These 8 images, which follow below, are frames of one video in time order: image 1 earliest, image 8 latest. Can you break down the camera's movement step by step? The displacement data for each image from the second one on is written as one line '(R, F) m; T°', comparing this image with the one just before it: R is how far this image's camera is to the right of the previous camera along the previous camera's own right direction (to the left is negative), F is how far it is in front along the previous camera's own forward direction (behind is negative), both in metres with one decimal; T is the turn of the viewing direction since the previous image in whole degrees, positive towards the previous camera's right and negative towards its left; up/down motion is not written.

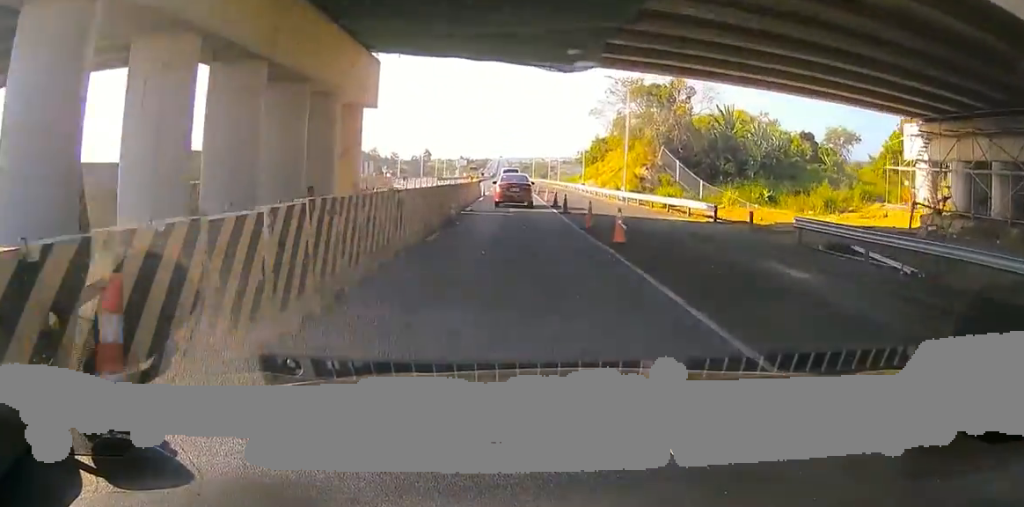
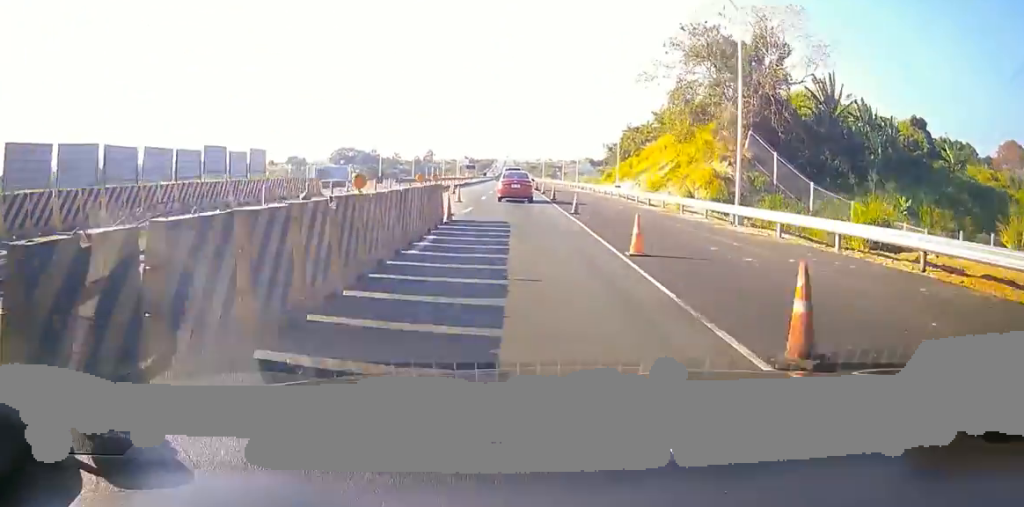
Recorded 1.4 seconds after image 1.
(-0.2, +26.6) m; -1°
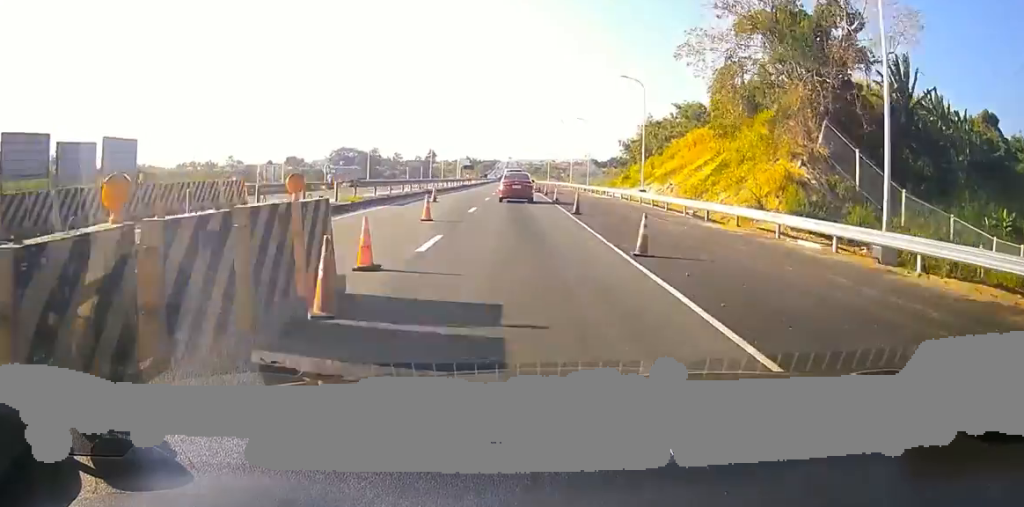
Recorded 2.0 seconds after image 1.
(0.0, +11.8) m; 0°
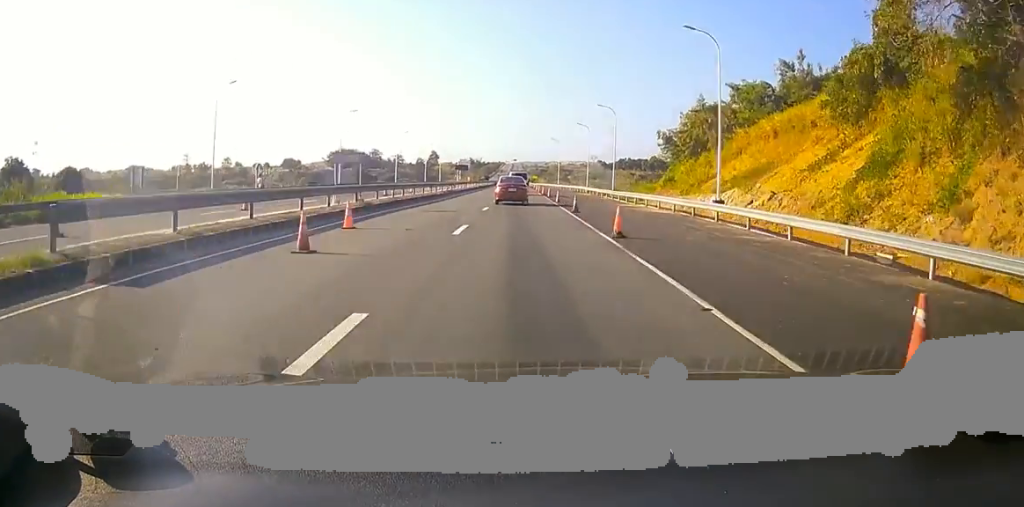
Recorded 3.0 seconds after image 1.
(0.0, +20.2) m; 0°
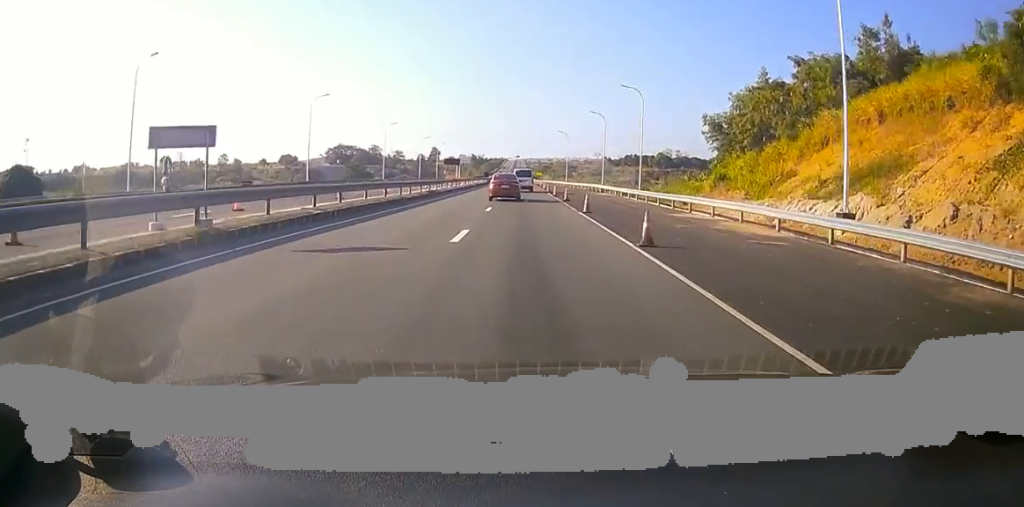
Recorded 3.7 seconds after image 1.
(0.0, +14.5) m; 0°
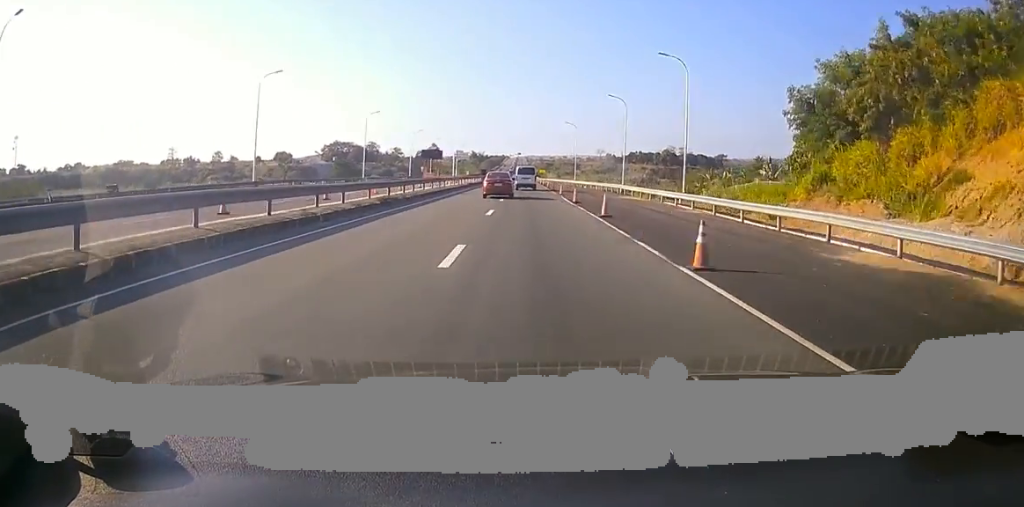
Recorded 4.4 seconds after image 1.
(-0.1, +15.8) m; -1°
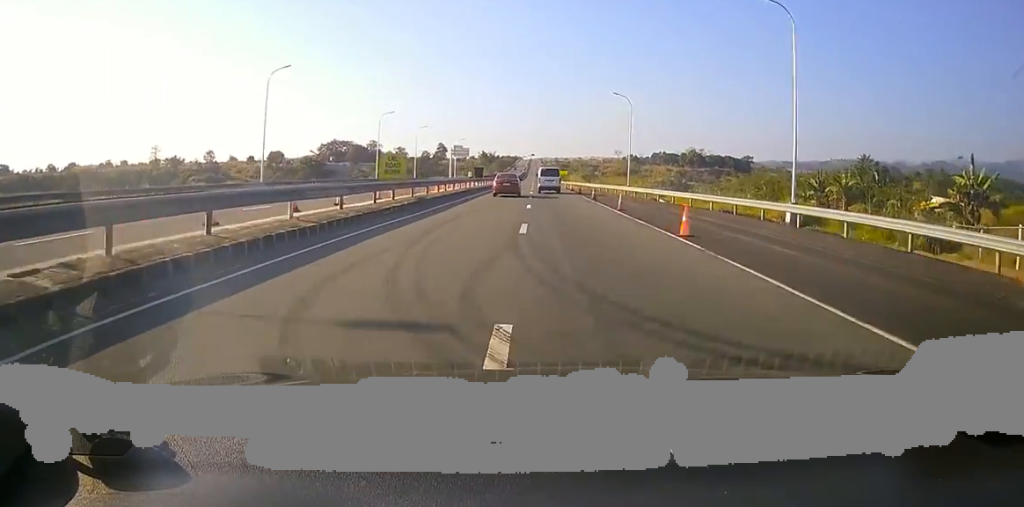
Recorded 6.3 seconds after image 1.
(-0.2, +43.6) m; 0°
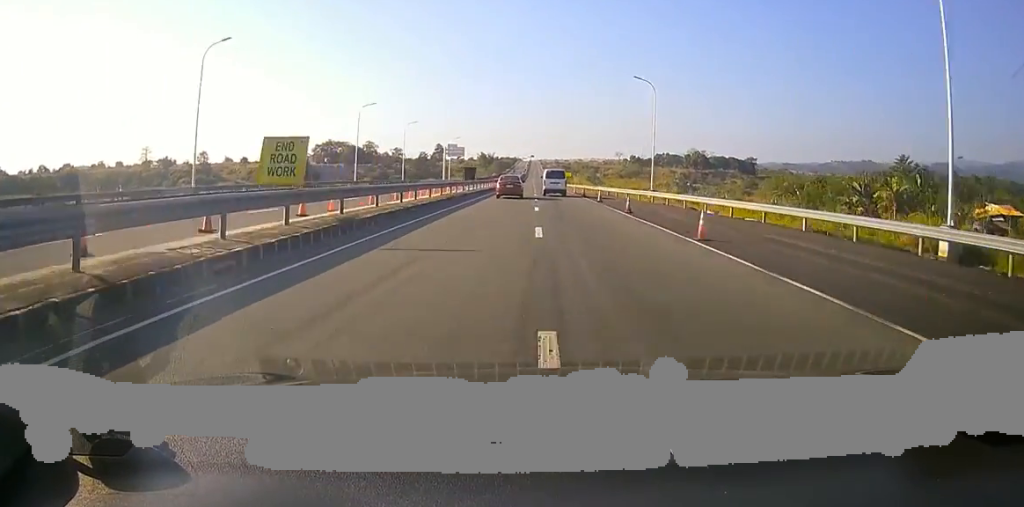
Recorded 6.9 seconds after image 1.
(0.0, +12.3) m; 0°
